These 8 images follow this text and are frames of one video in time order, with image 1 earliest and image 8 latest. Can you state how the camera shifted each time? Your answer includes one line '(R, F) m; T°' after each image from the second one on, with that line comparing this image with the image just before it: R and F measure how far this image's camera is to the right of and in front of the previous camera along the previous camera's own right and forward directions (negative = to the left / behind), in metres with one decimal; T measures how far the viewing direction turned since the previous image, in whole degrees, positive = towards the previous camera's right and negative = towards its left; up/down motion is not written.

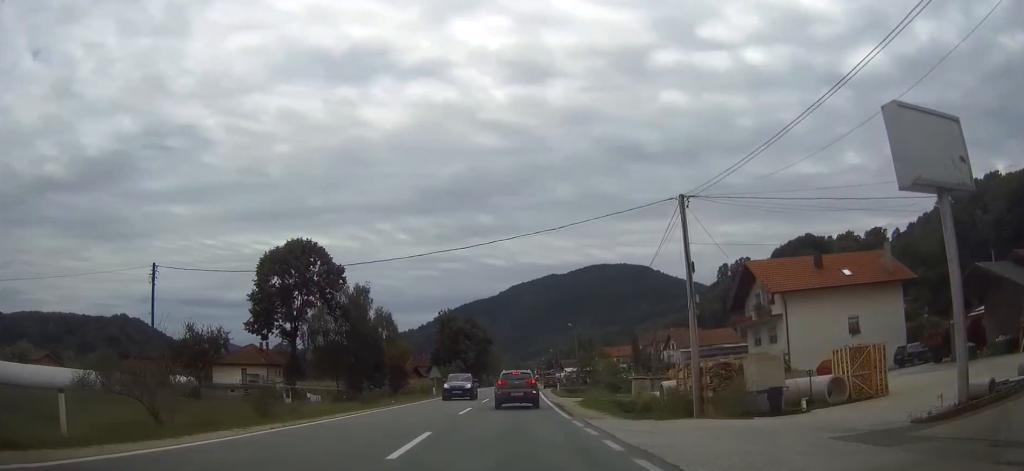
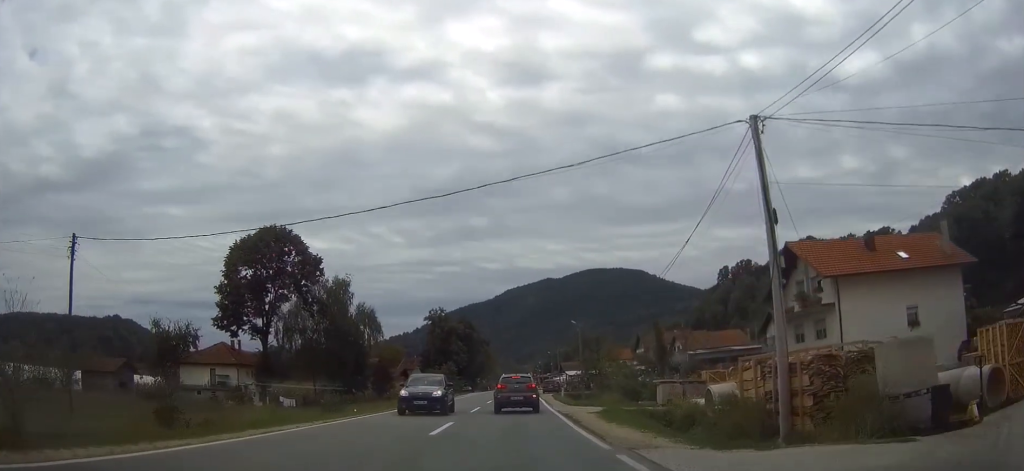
(+0.1, +8.6) m; +1°
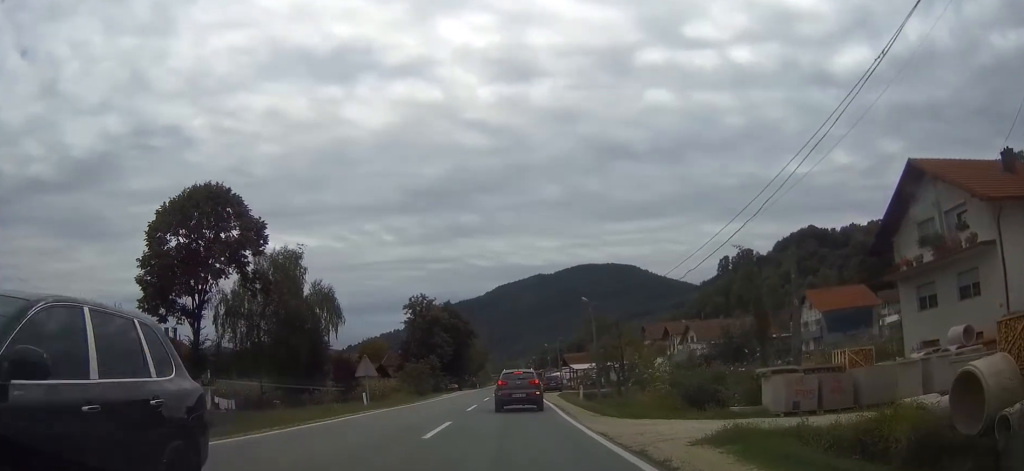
(+0.1, +15.5) m; 0°
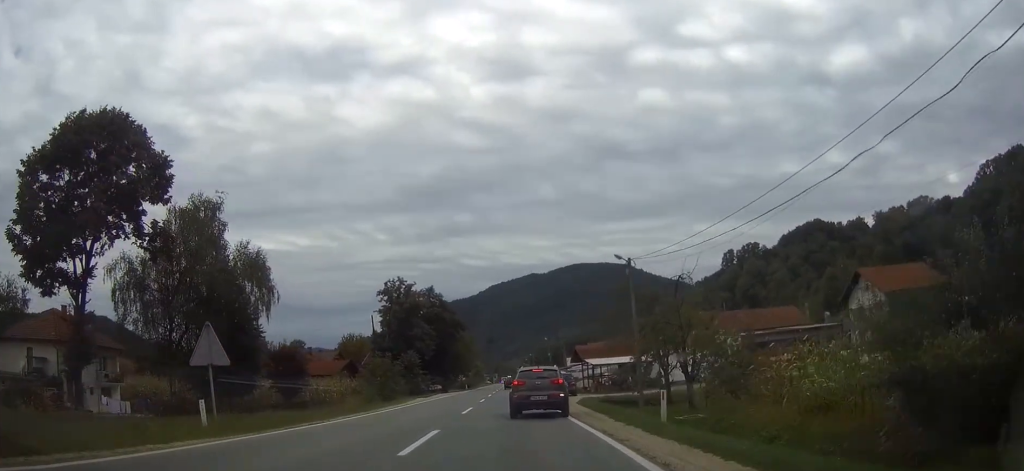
(+0.1, +17.7) m; +1°
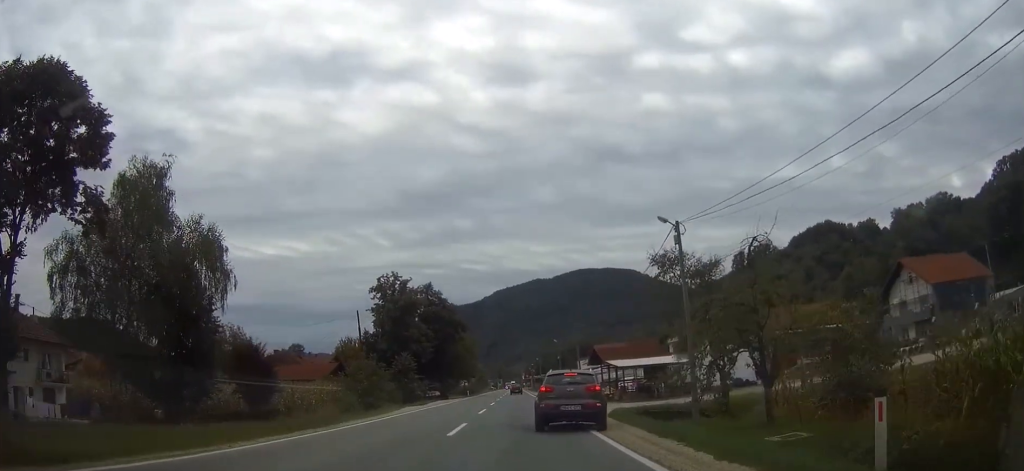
(+0.1, +8.8) m; -1°
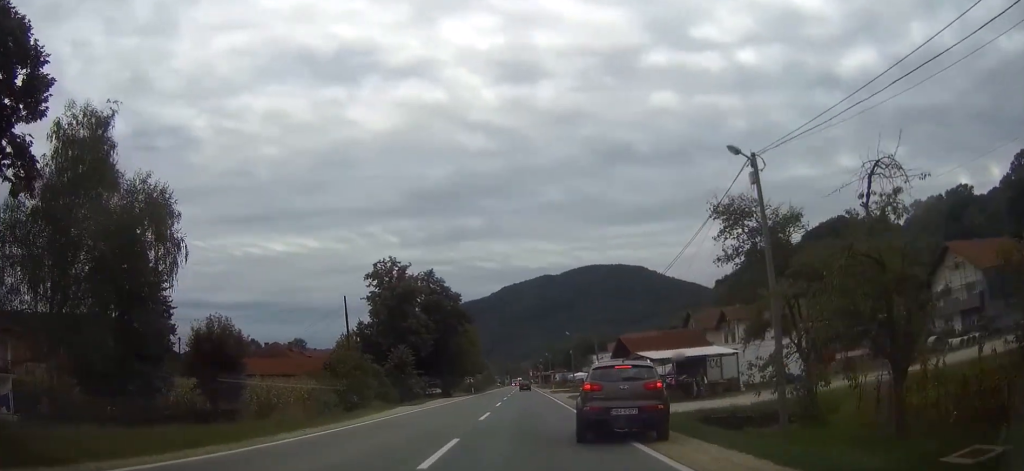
(-0.1, +7.5) m; 0°
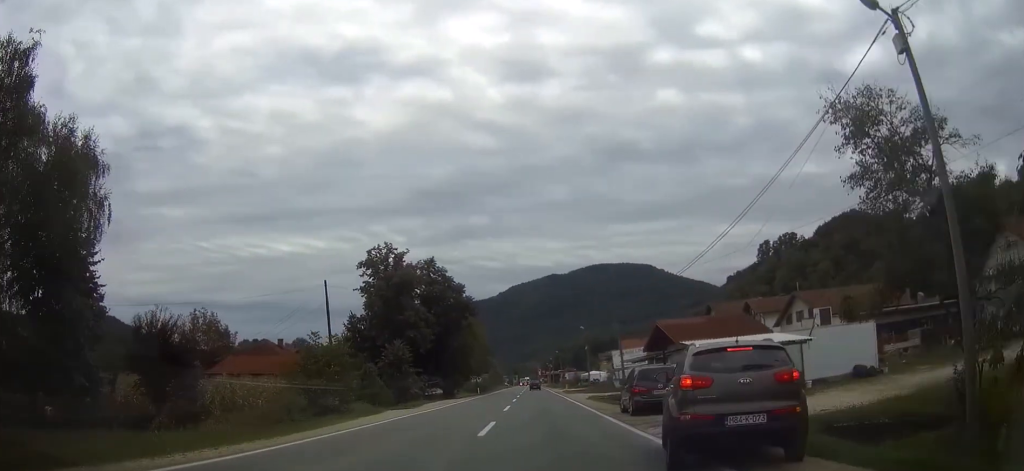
(-0.1, +7.6) m; 0°
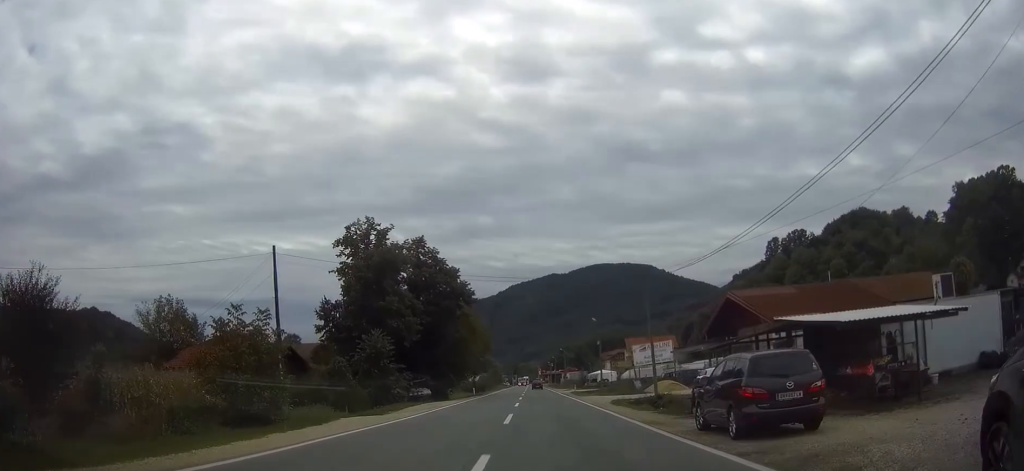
(0.0, +10.0) m; +1°
